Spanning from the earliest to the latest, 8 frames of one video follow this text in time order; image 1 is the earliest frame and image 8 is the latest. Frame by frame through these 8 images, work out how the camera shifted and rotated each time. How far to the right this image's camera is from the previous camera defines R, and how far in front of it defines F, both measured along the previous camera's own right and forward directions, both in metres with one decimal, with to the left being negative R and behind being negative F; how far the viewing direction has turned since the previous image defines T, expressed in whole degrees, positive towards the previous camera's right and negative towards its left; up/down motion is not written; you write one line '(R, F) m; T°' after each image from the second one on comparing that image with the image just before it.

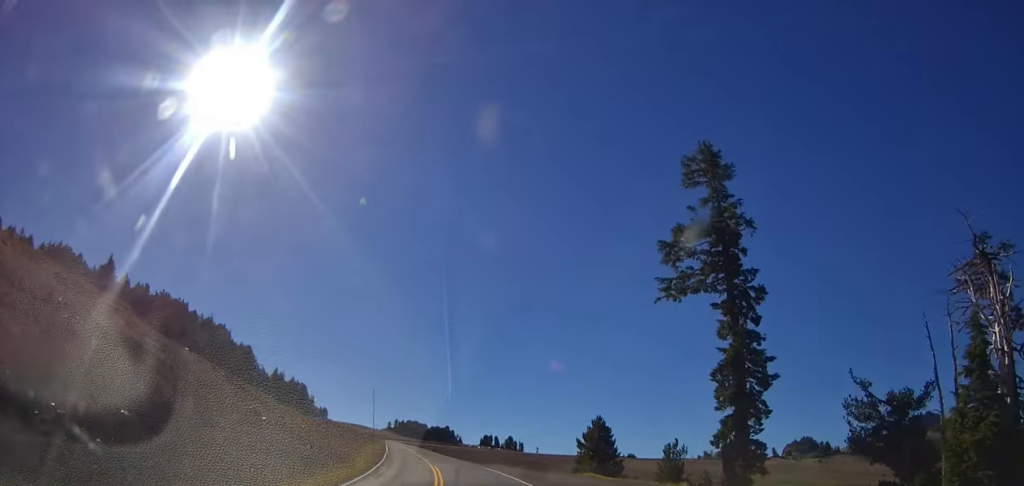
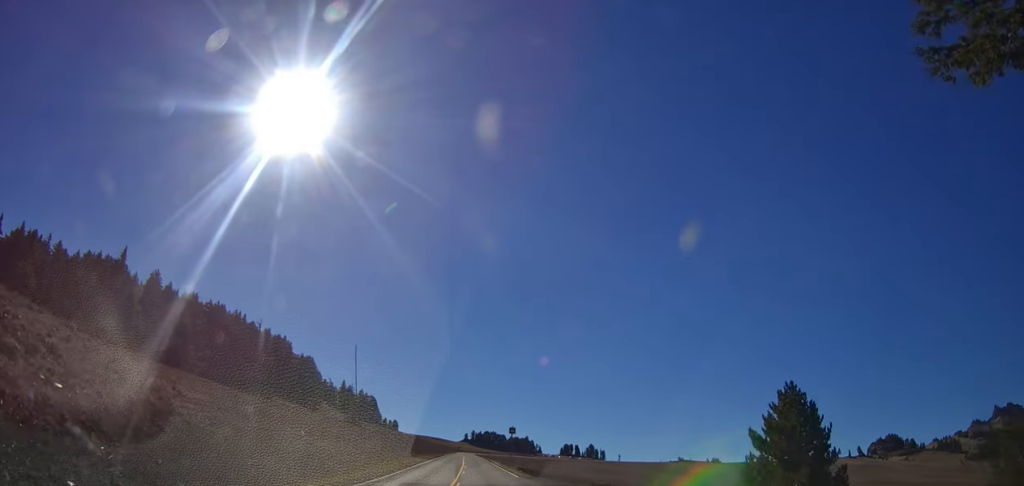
(-1.8, +23.5) m; -7°
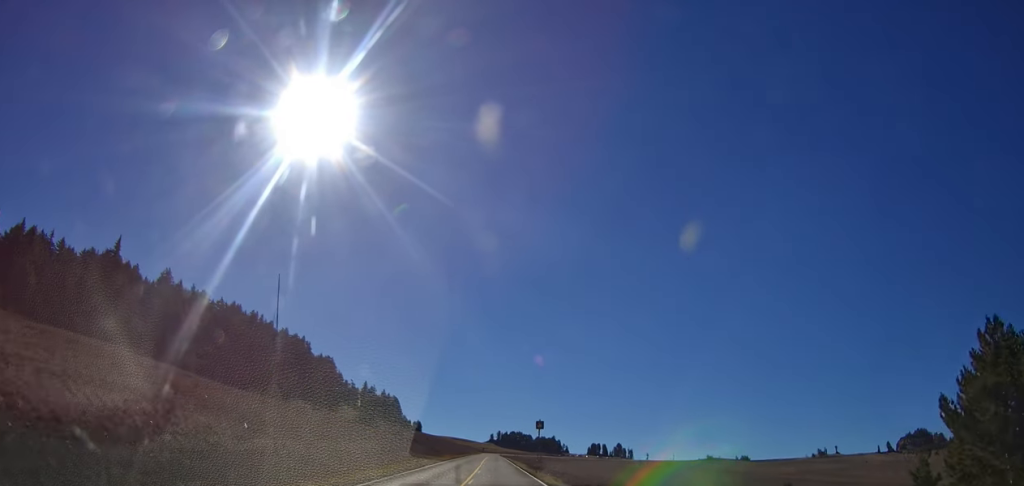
(-0.3, +11.0) m; -3°
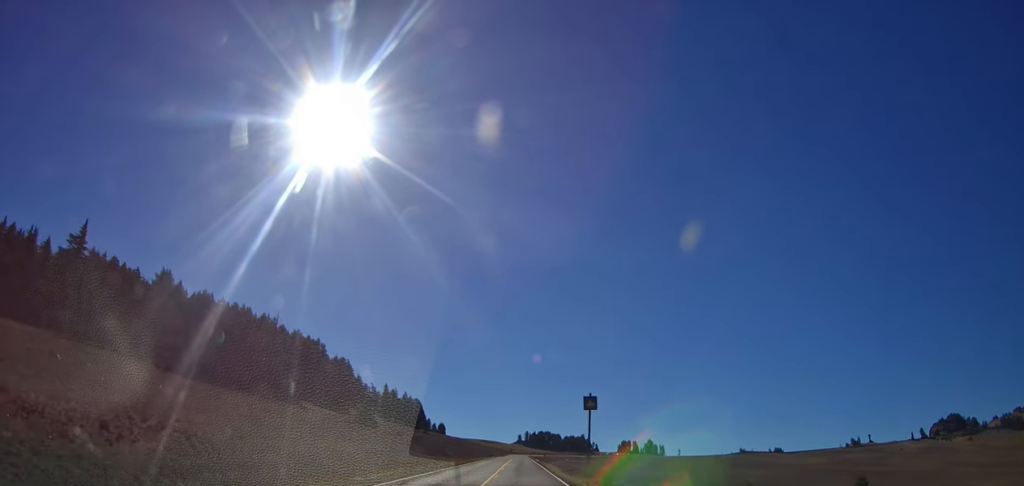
(-0.7, +18.4) m; -2°
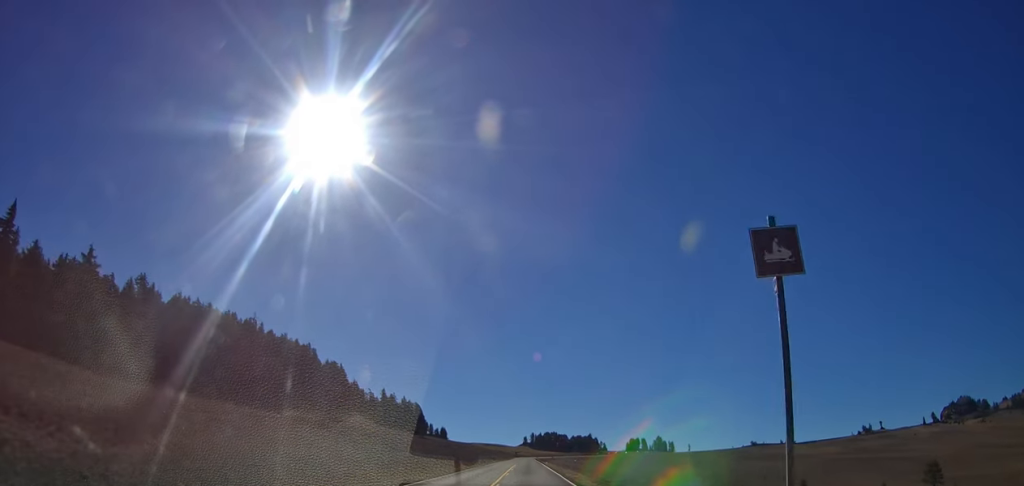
(-0.2, +19.4) m; 0°
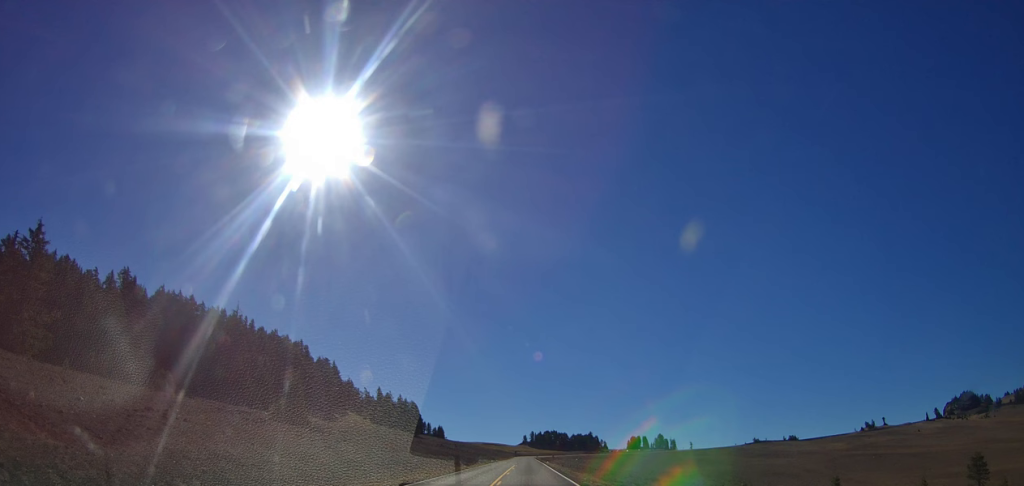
(+0.4, +10.8) m; 0°
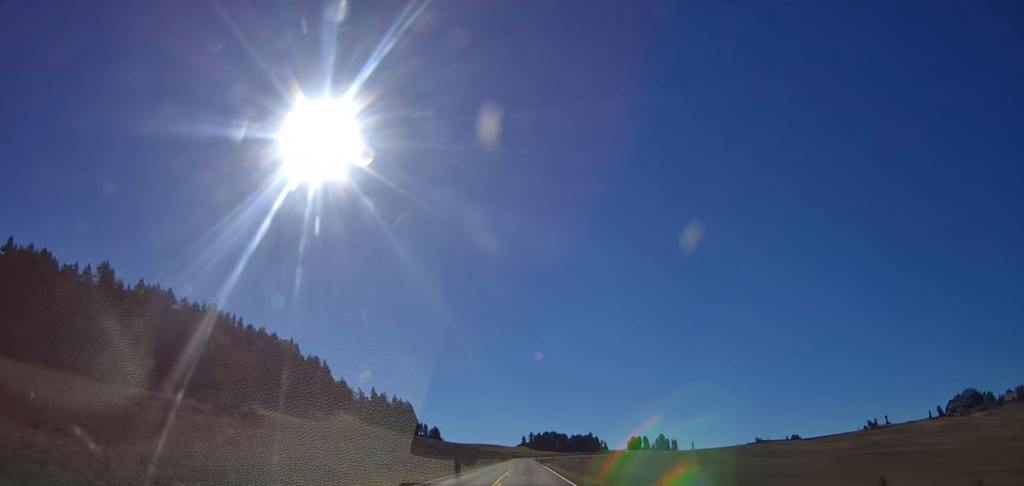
(-0.4, +12.1) m; -2°
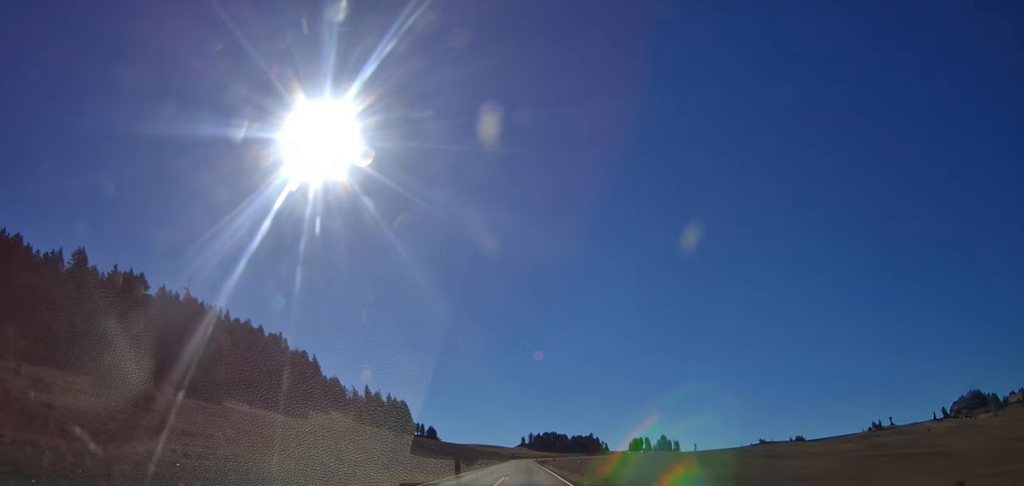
(-0.3, +14.8) m; -1°
